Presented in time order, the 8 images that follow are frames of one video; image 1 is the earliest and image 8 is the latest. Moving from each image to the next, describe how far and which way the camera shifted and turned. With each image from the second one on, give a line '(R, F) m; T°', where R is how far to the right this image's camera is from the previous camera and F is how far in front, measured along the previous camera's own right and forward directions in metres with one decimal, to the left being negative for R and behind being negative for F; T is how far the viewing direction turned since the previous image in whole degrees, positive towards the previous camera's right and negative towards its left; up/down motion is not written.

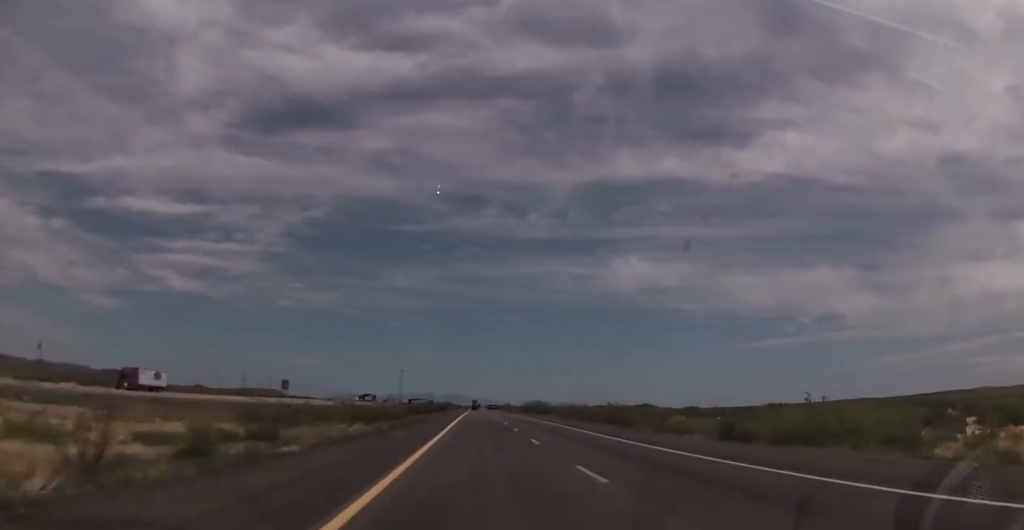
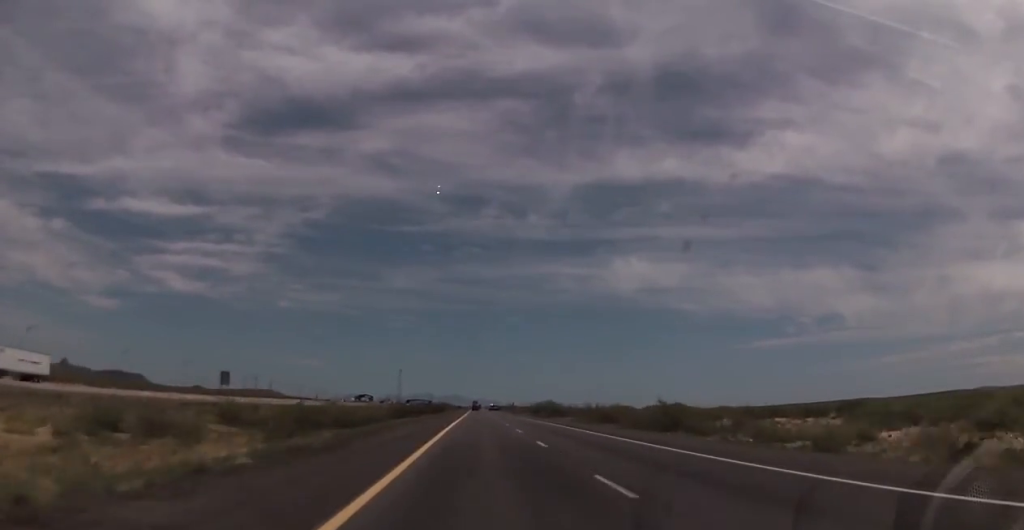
(-0.1, +26.7) m; 0°
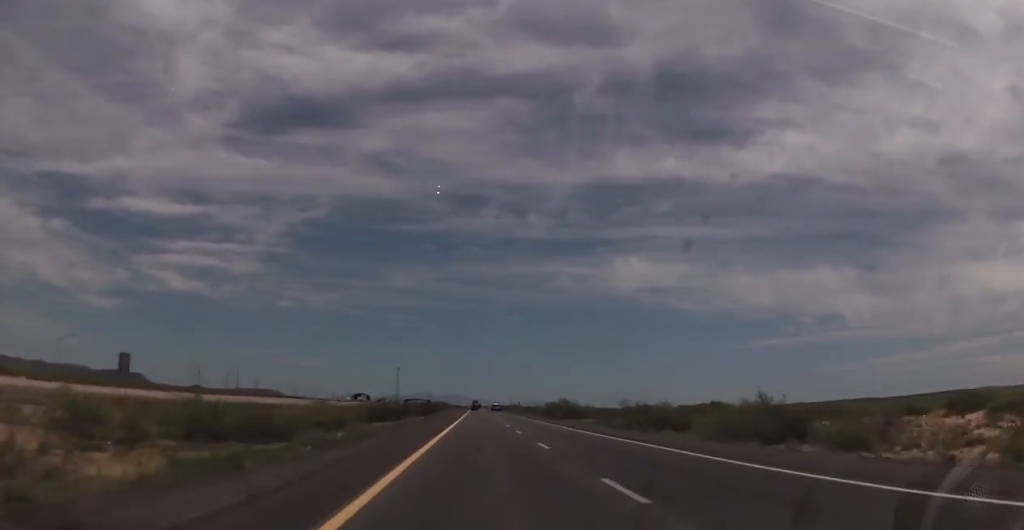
(-0.4, +25.2) m; 0°
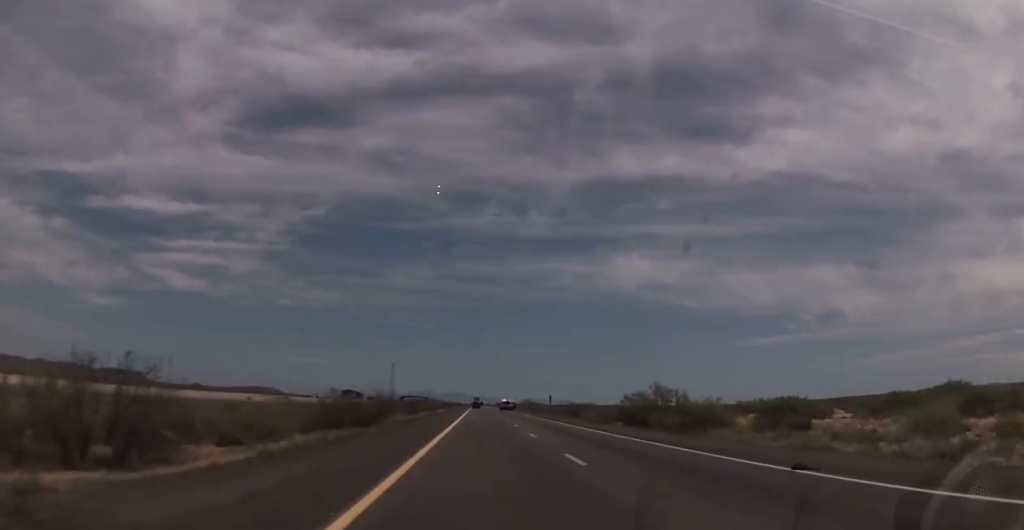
(+0.8, +68.6) m; 0°
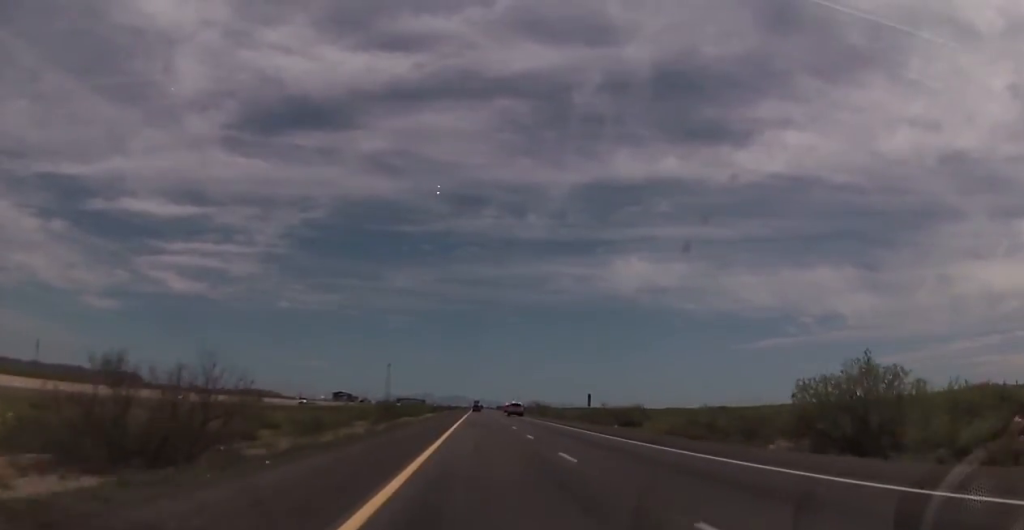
(0.0, +35.6) m; 0°
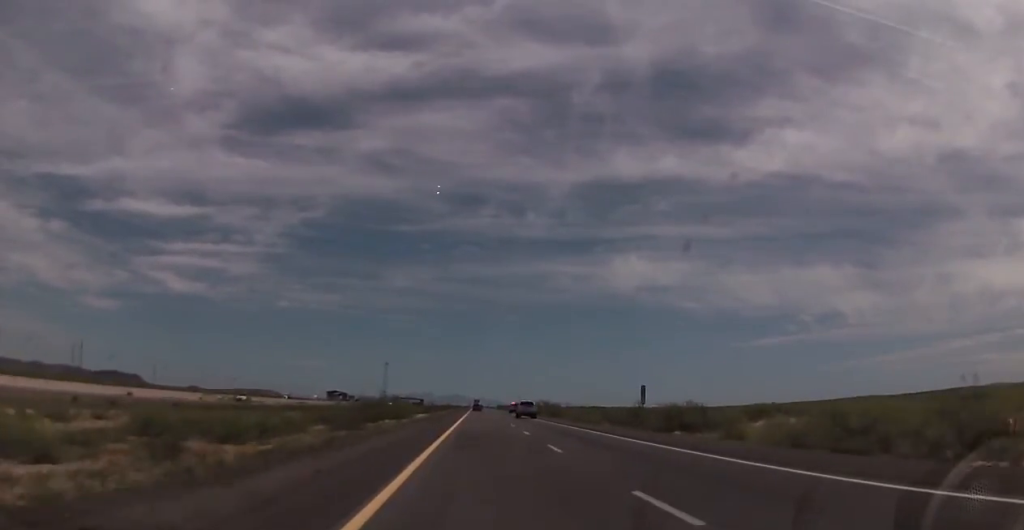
(0.0, +21.5) m; 0°
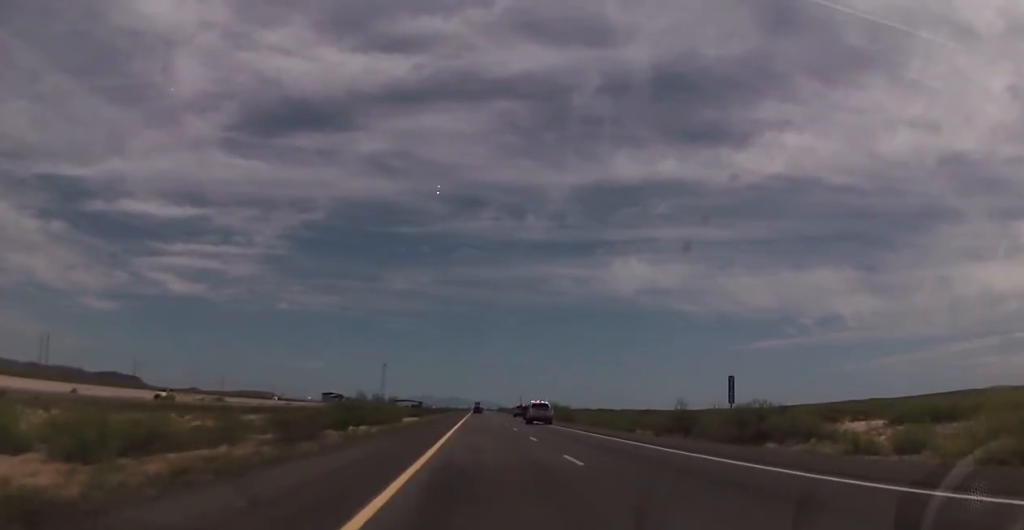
(0.0, +16.0) m; 0°
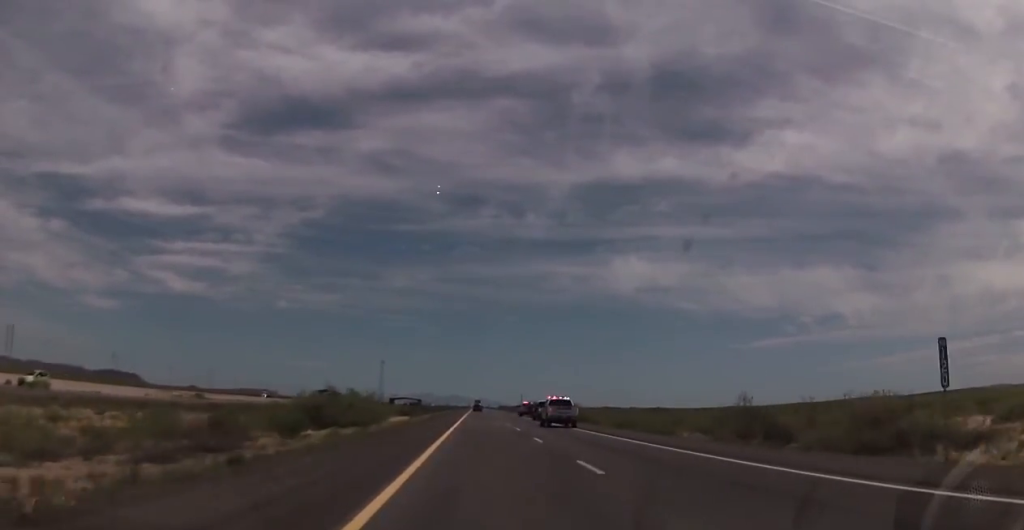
(0.0, +14.8) m; 0°
